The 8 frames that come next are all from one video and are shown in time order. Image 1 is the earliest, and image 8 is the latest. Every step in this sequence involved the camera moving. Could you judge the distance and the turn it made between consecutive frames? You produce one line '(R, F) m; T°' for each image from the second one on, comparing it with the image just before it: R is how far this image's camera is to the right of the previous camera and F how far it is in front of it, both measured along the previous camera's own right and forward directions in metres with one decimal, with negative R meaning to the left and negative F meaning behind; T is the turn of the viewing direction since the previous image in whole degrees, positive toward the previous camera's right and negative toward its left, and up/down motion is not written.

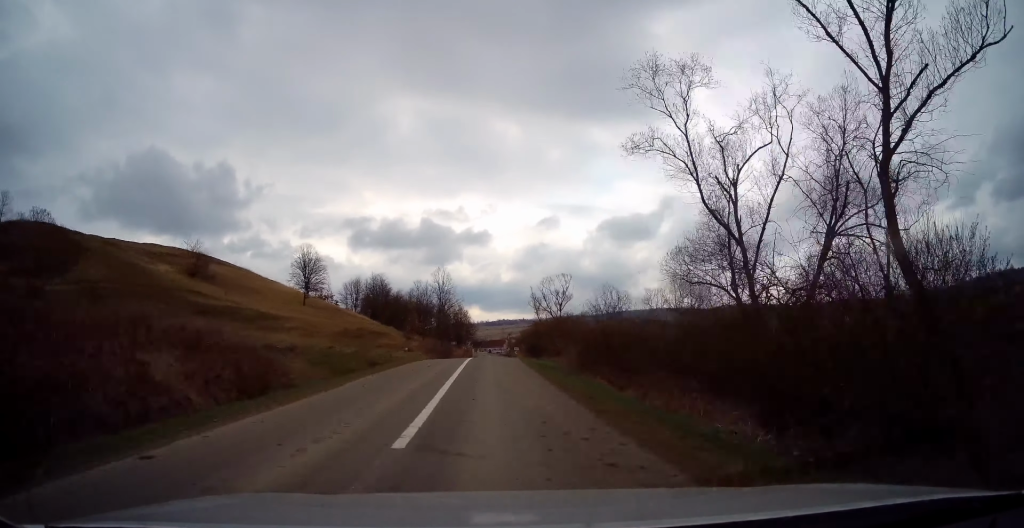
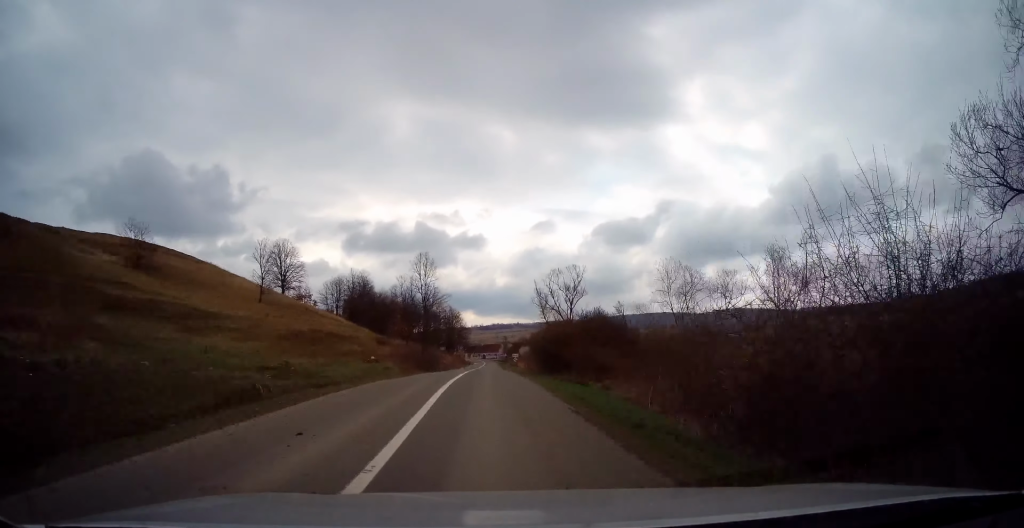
(-0.2, +15.2) m; 0°
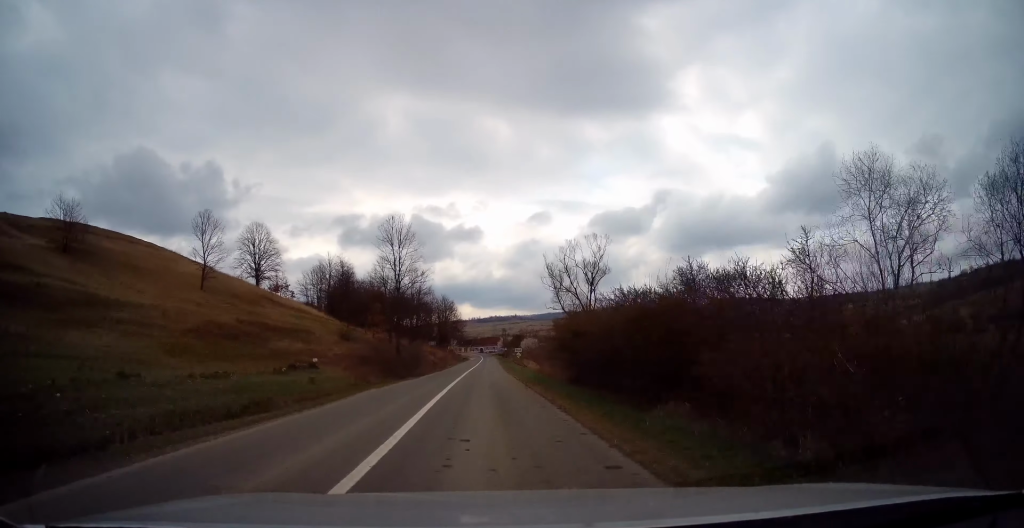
(+0.4, +14.6) m; +1°
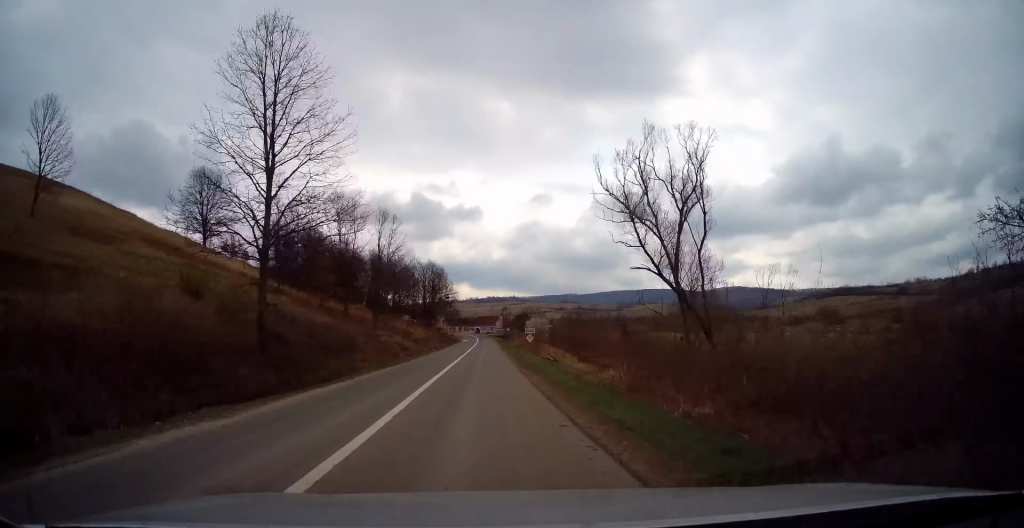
(-0.1, +24.0) m; +1°
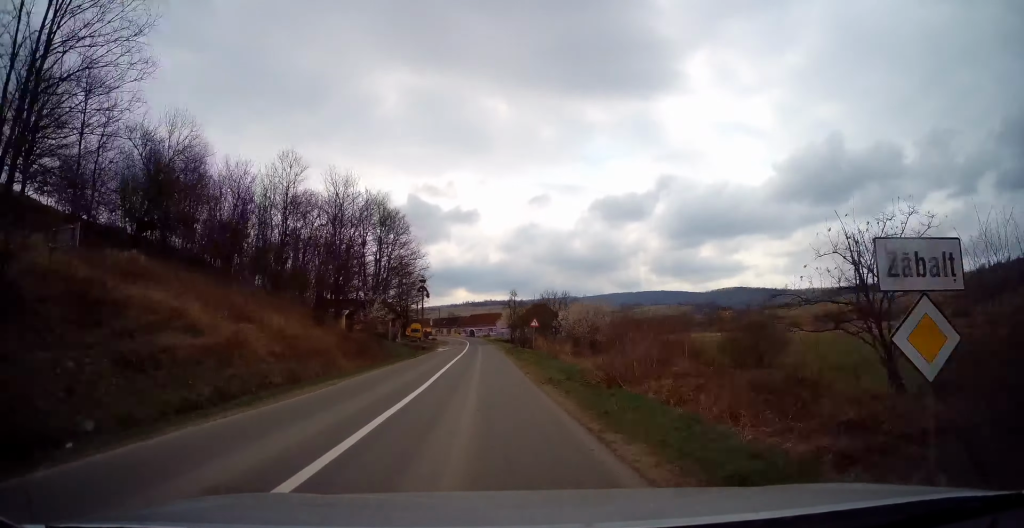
(-0.7, +44.9) m; -1°
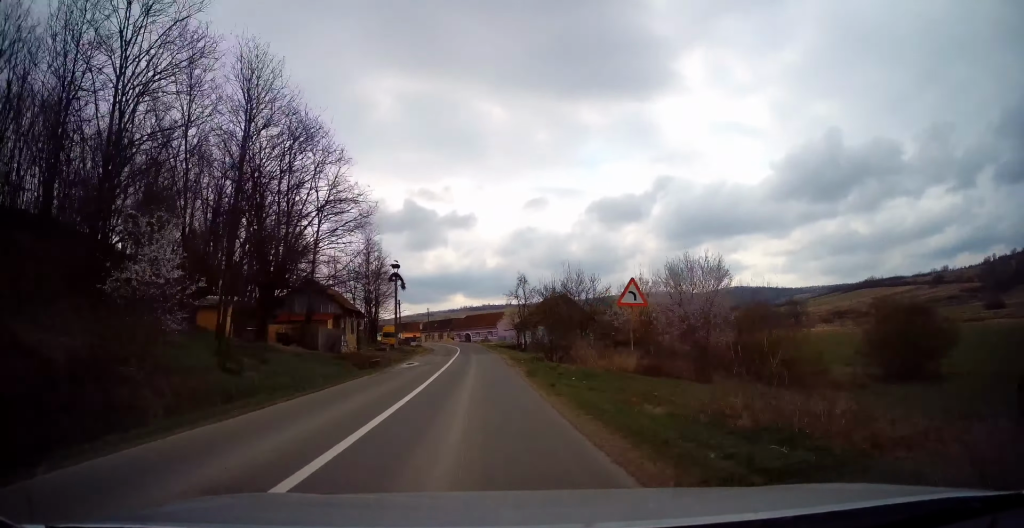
(+0.7, +22.8) m; +2°
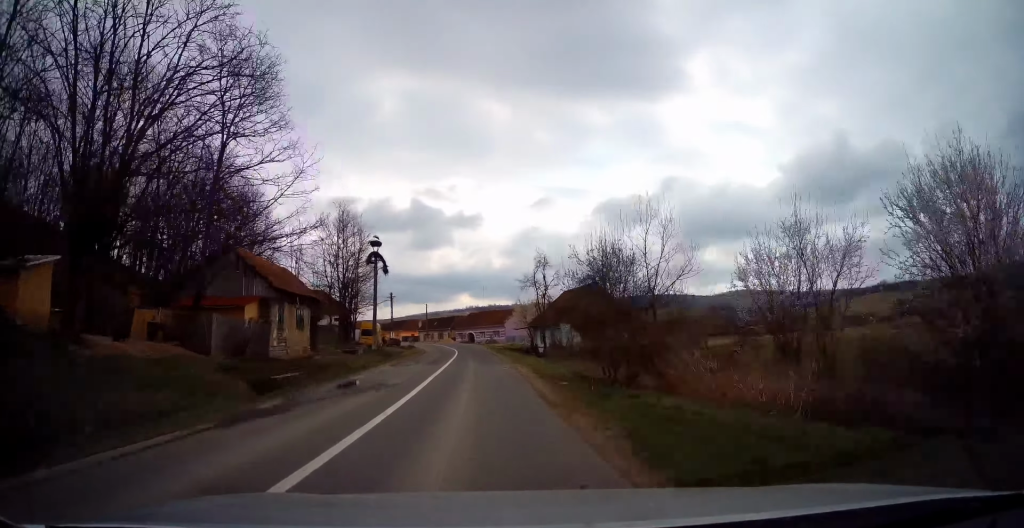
(0.0, +13.7) m; -1°
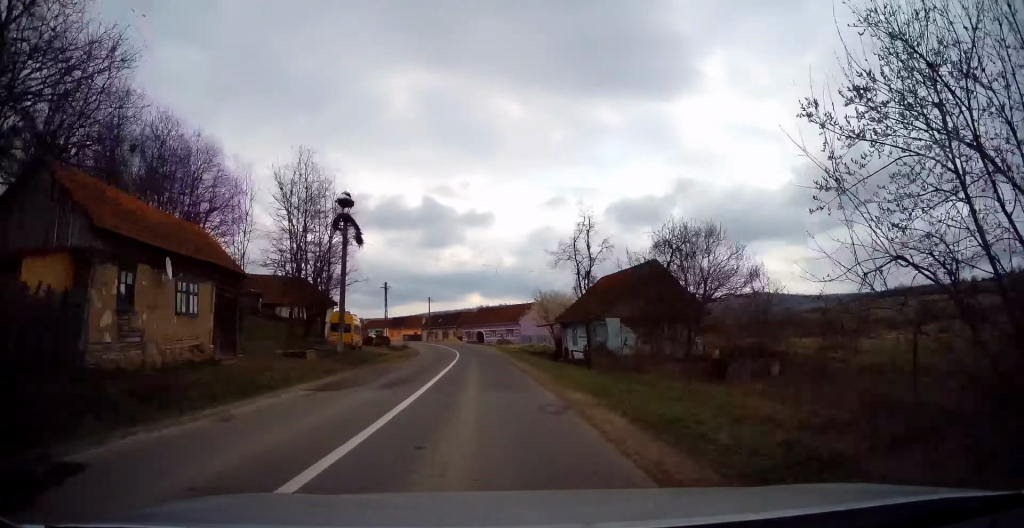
(-0.1, +13.5) m; -2°
